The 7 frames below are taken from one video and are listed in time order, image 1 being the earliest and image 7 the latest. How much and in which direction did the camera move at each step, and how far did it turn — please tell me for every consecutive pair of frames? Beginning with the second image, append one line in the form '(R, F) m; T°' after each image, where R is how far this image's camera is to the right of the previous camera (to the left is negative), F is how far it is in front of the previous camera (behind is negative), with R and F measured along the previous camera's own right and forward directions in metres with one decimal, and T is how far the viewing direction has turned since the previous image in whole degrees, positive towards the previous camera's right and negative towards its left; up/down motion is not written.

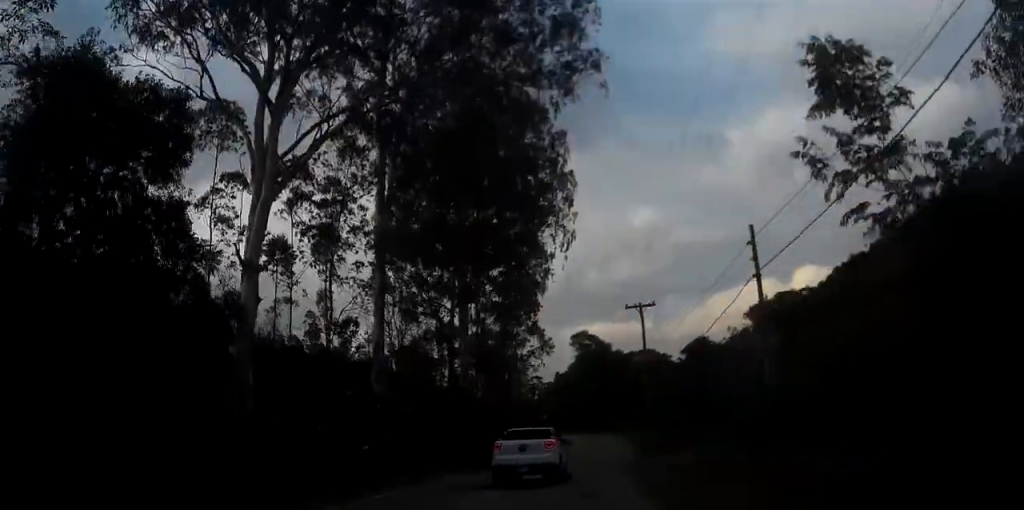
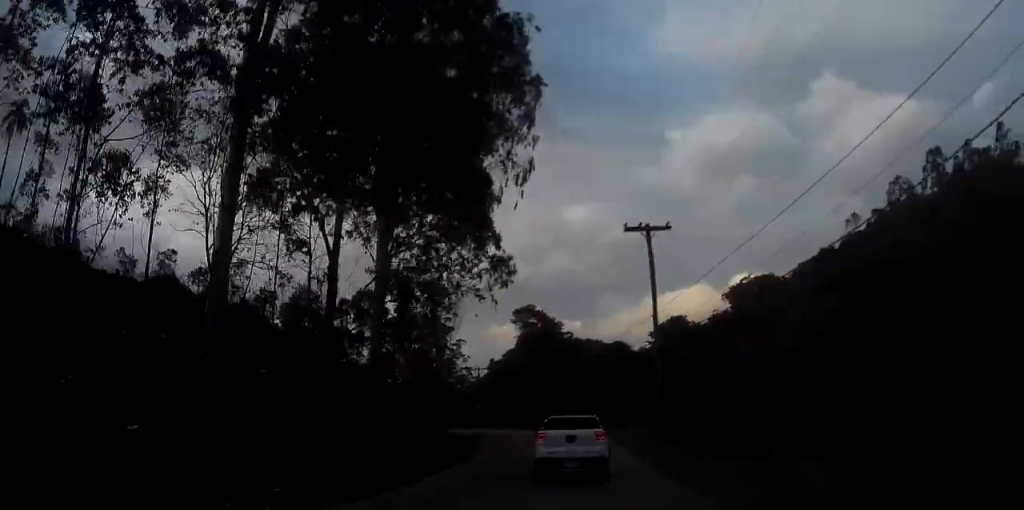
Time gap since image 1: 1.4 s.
(+0.2, +17.4) m; +4°
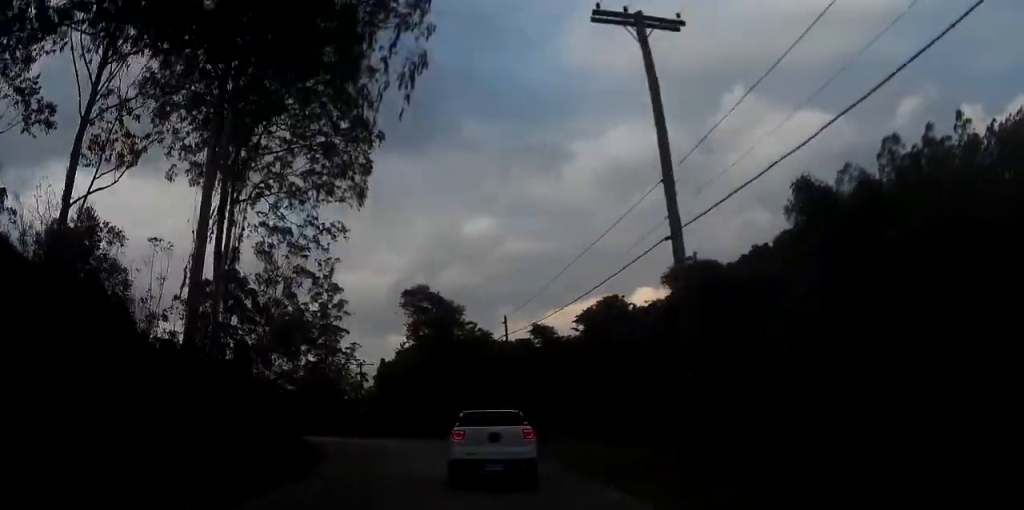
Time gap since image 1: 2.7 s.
(+1.2, +16.3) m; +7°
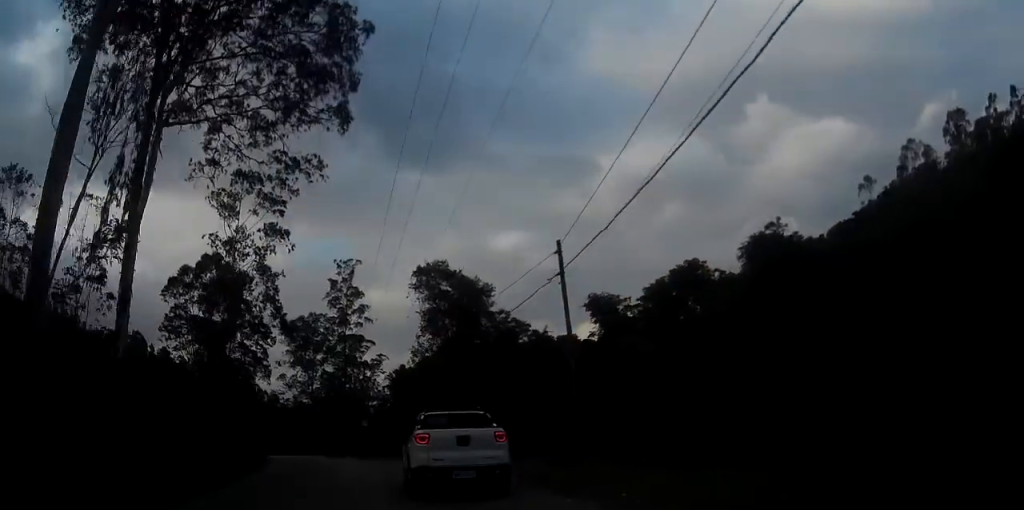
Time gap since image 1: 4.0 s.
(+0.6, +16.0) m; 0°
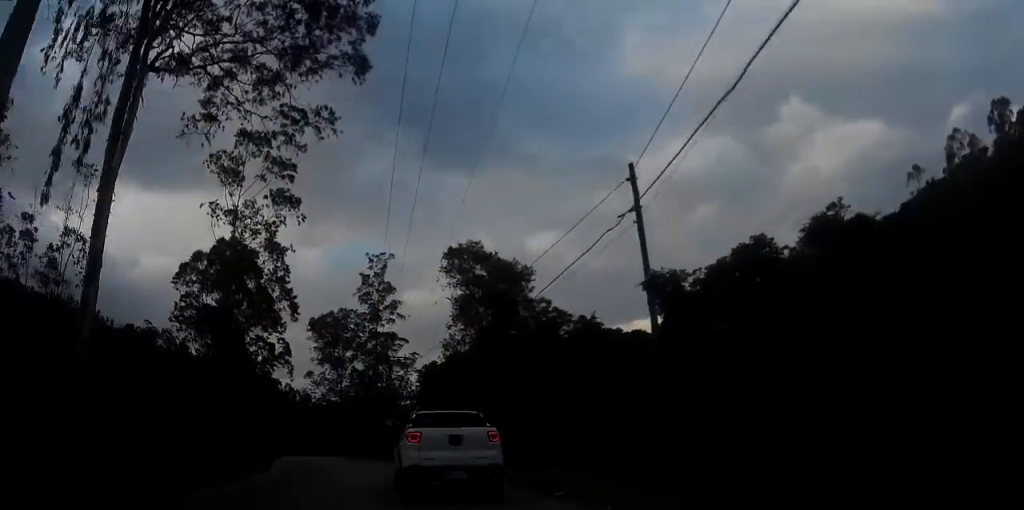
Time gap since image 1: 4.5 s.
(0.0, +5.9) m; -2°
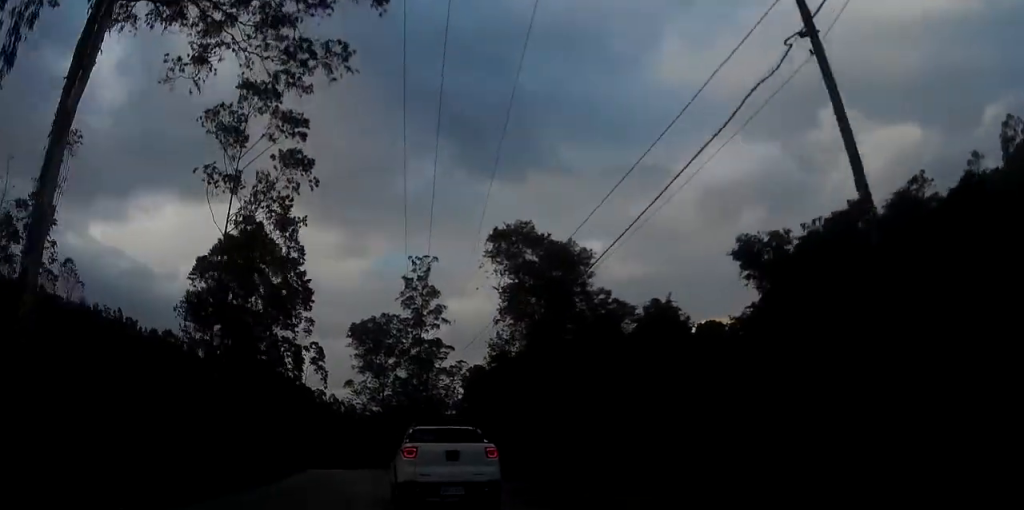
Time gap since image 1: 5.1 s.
(-0.2, +6.9) m; -4°
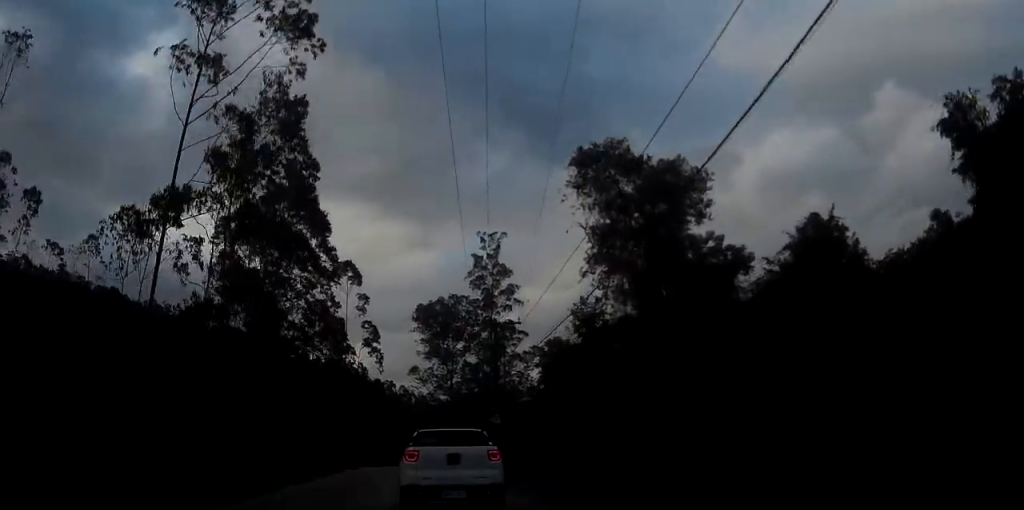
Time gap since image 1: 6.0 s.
(-0.7, +10.5) m; -5°
